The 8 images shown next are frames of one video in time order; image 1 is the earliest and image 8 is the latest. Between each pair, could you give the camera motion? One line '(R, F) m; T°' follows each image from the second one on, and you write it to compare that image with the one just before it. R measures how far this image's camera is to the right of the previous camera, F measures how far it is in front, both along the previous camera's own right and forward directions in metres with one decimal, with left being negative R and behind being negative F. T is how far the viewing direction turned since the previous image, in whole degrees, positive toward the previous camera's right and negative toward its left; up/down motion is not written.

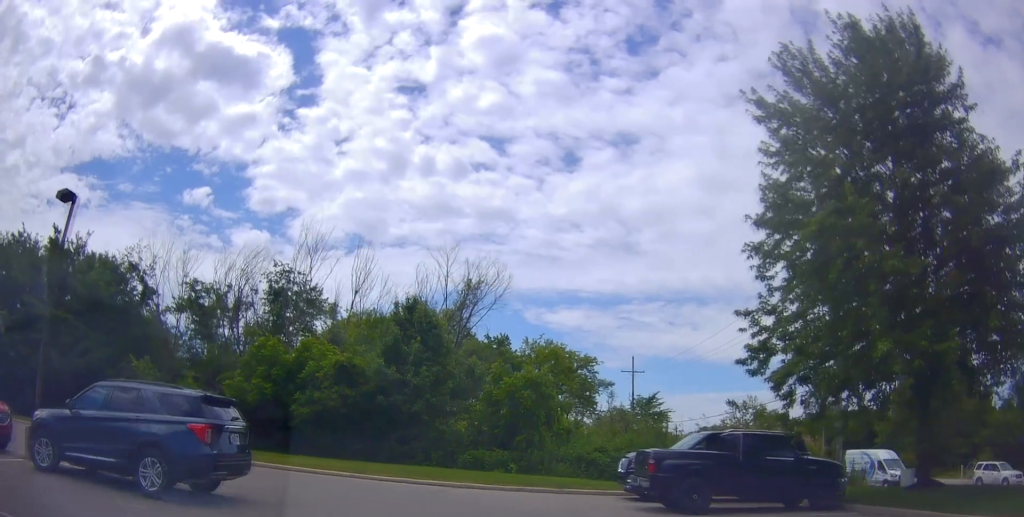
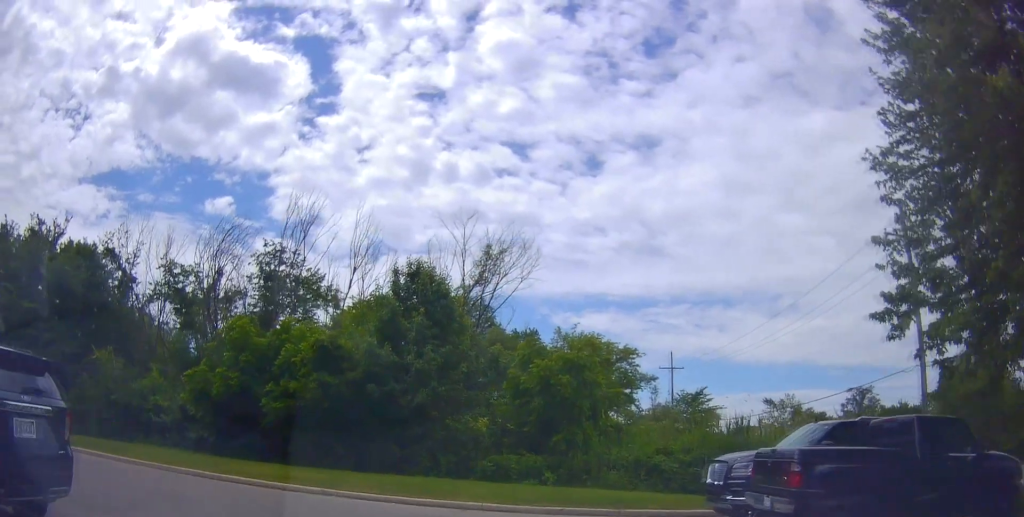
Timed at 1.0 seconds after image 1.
(0.0, +5.5) m; -2°
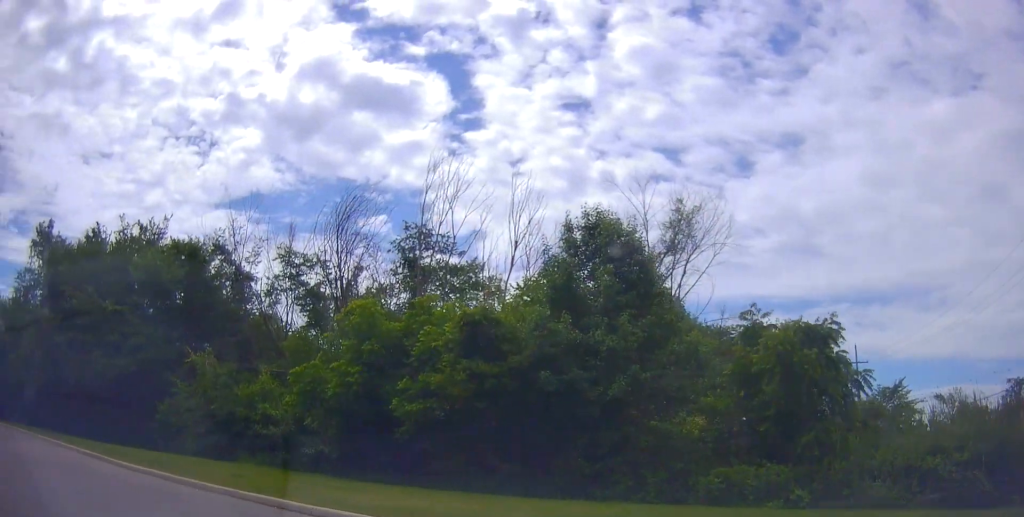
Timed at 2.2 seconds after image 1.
(-0.4, +5.5) m; -12°
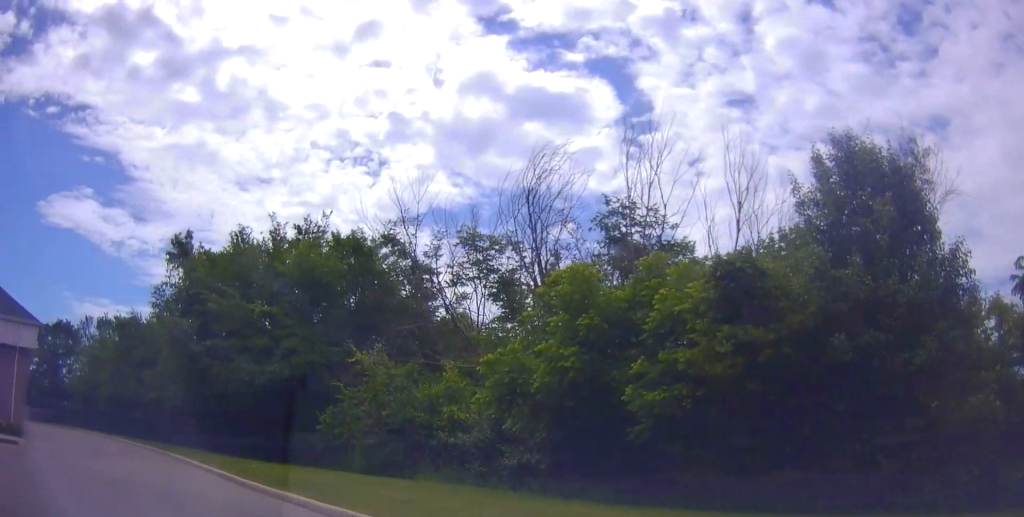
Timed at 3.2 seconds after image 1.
(-0.6, +4.3) m; -15°
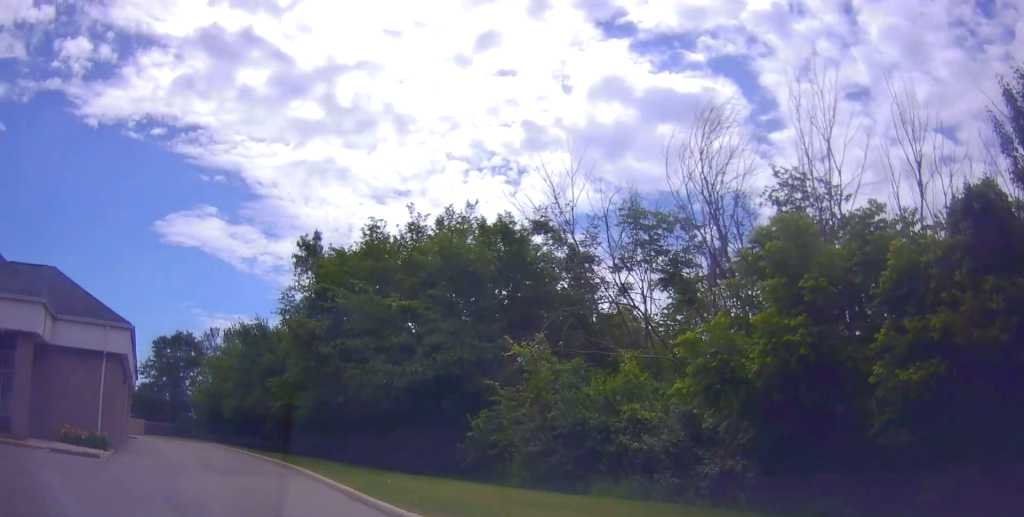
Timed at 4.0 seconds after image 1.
(-0.3, +3.0) m; -15°
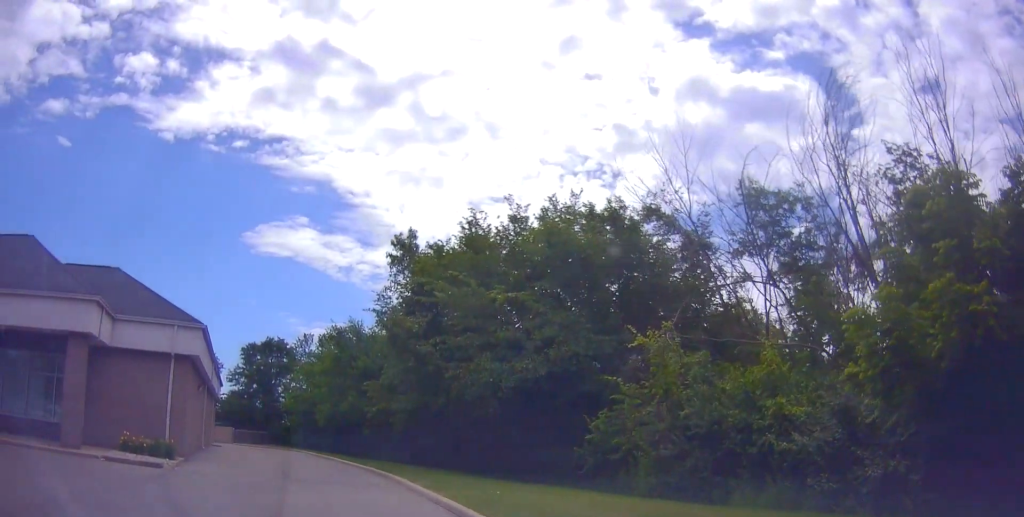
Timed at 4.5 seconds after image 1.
(-0.1, +2.0) m; -13°
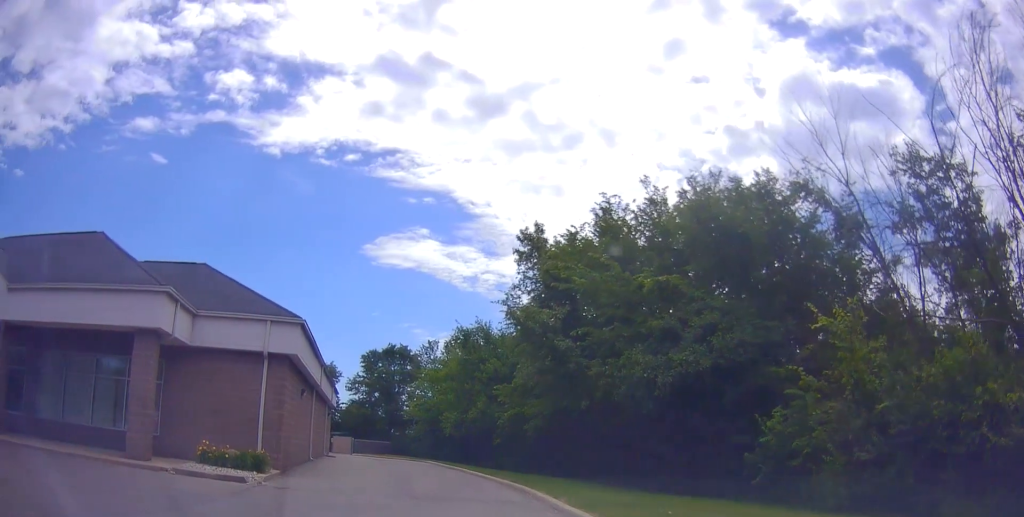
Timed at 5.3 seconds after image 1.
(-0.6, +2.7) m; -18°
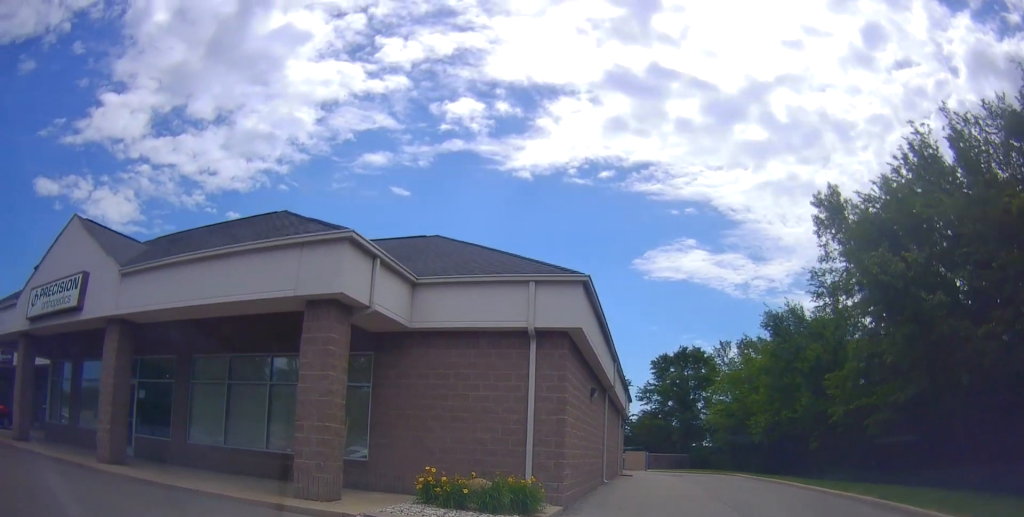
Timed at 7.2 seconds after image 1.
(-1.5, +5.8) m; -27°
